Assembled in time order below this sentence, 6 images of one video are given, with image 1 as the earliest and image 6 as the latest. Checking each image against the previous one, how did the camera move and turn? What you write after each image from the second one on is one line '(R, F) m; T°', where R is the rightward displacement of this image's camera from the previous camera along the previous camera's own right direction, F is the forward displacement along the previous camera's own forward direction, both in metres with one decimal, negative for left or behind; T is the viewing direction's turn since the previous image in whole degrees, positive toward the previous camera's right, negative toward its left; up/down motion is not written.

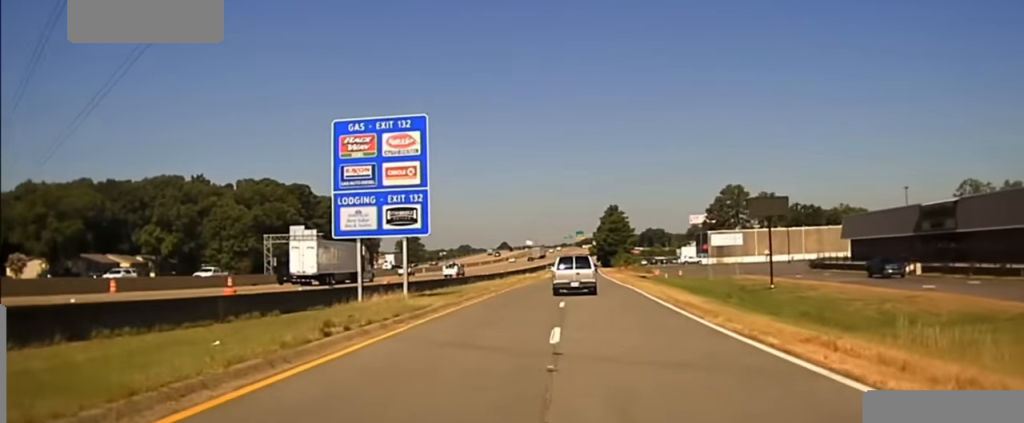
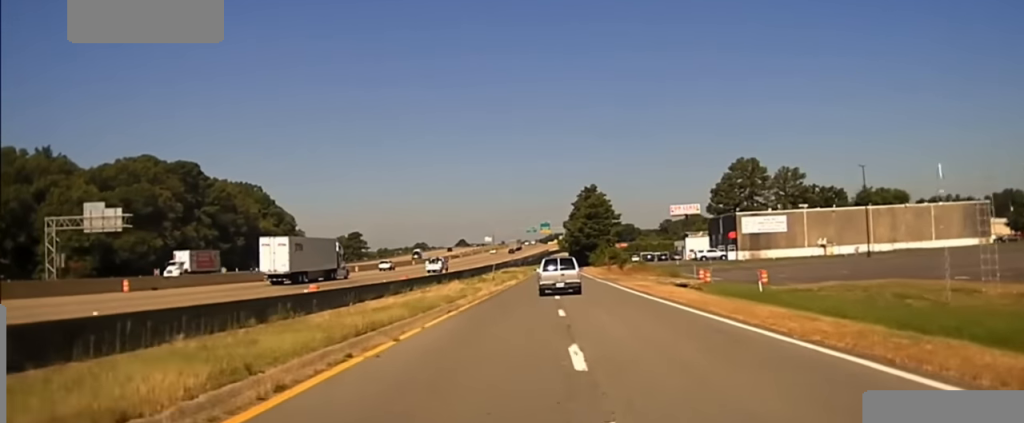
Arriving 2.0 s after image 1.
(+1.7, +64.1) m; +3°
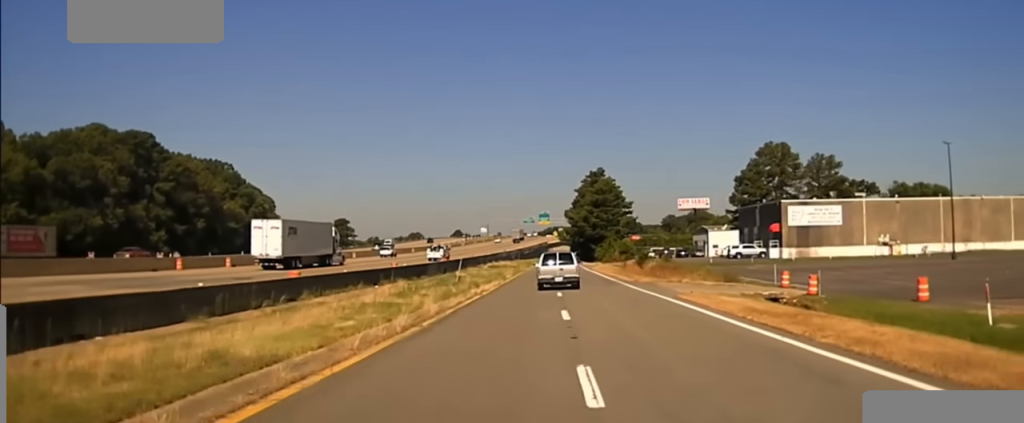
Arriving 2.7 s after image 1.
(+0.2, +26.6) m; +1°
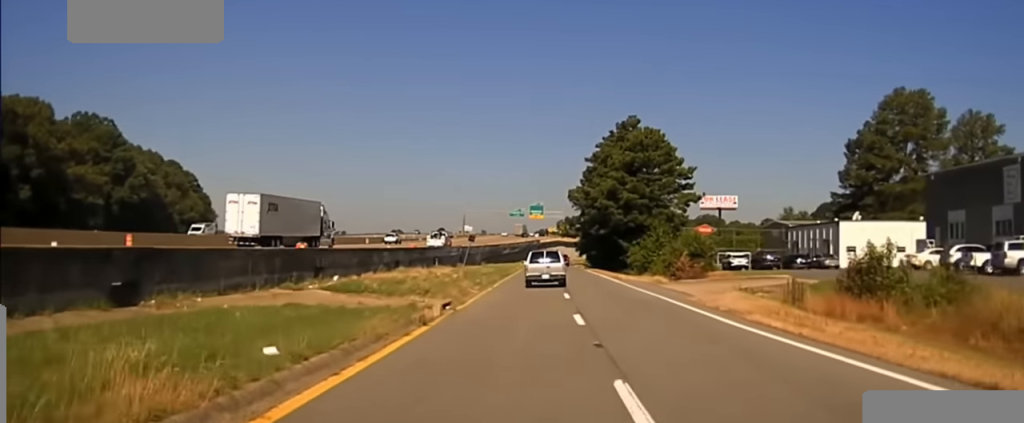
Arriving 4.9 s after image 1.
(+0.4, +77.4) m; 0°
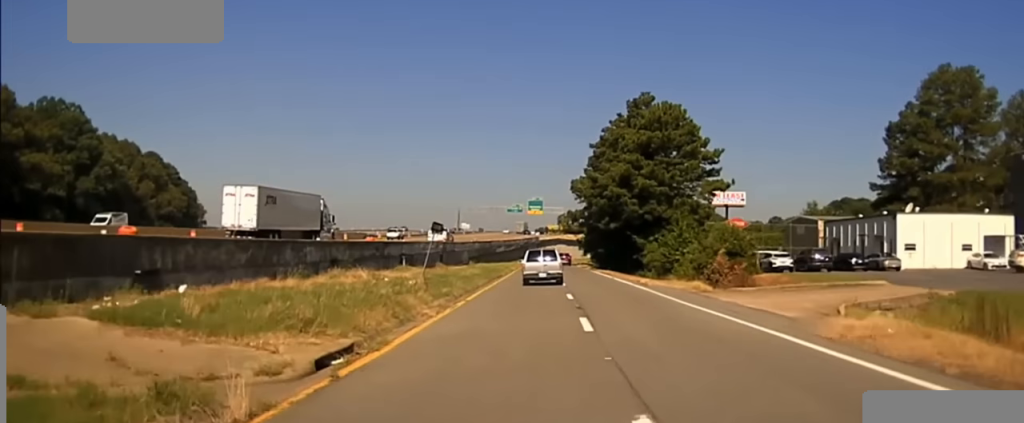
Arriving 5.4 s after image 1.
(-0.1, +13.7) m; 0°
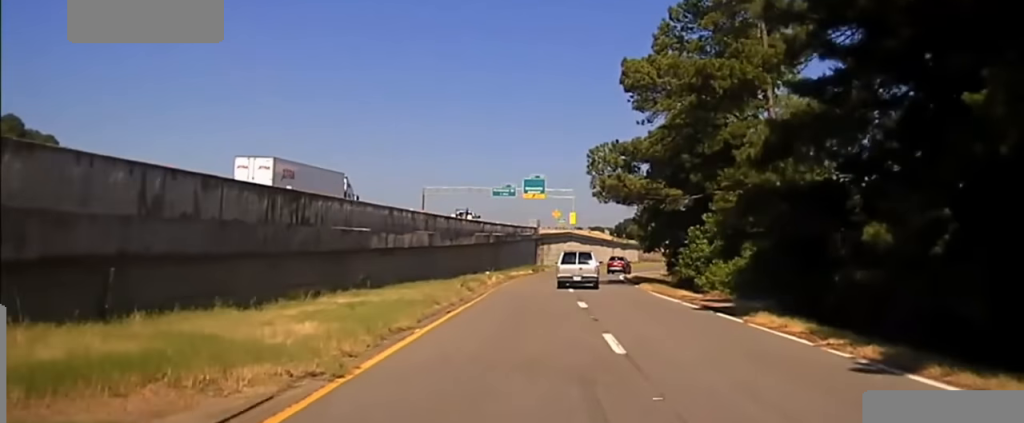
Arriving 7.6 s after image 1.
(+0.5, +64.9) m; +1°
